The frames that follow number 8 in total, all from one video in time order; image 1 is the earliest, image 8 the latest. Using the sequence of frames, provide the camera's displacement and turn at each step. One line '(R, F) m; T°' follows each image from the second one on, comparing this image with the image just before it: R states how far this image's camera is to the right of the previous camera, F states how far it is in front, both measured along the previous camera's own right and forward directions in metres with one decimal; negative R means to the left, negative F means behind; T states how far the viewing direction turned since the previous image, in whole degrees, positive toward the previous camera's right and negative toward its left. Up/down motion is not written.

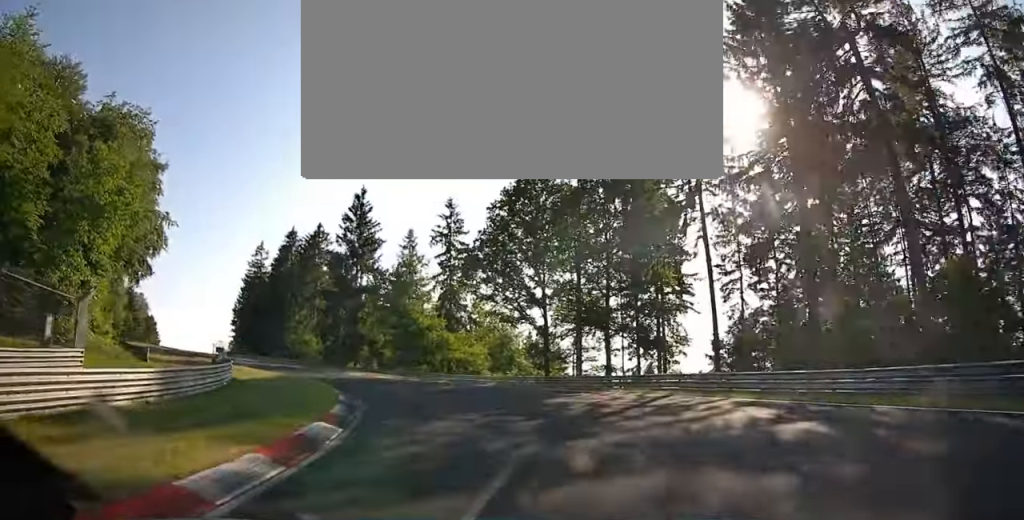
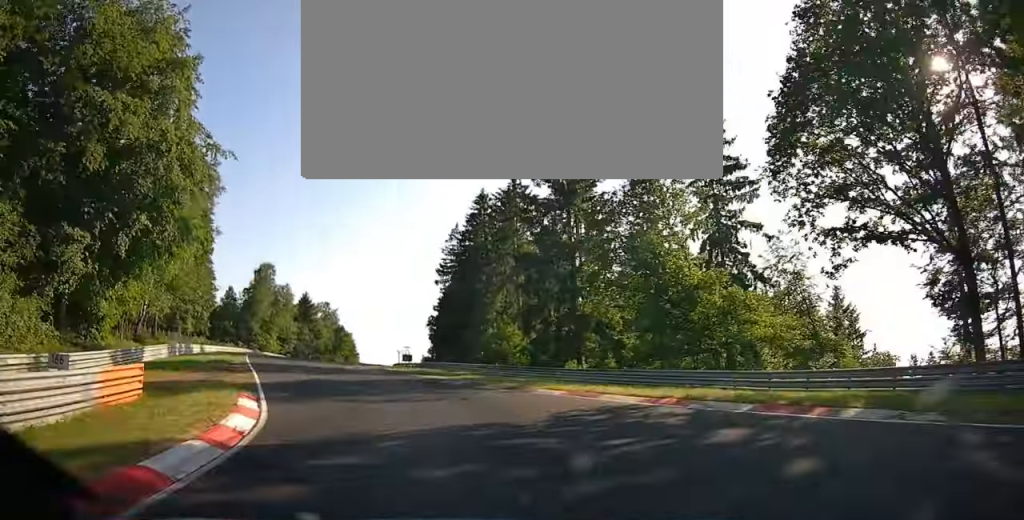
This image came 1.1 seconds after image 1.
(-5.5, +25.2) m; -21°
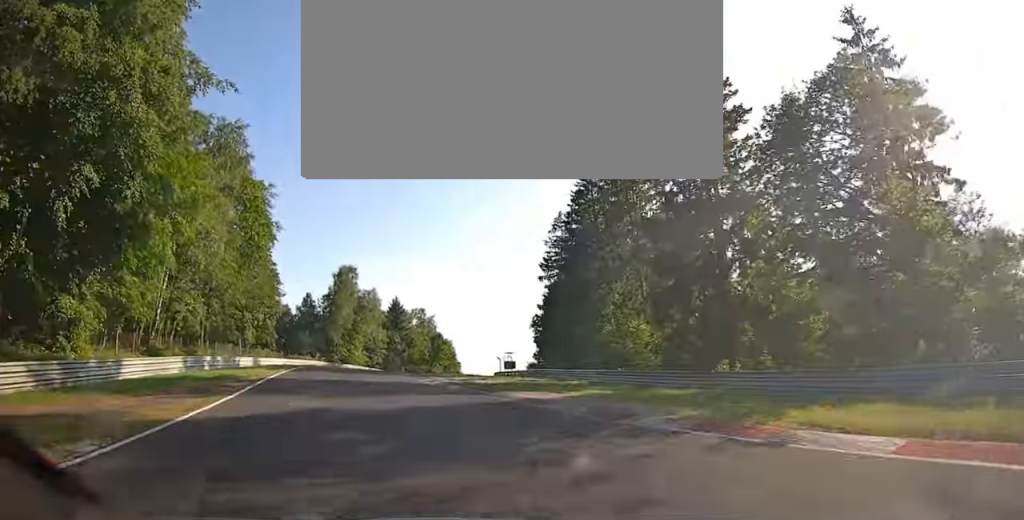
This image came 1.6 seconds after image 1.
(-0.9, +12.1) m; -7°
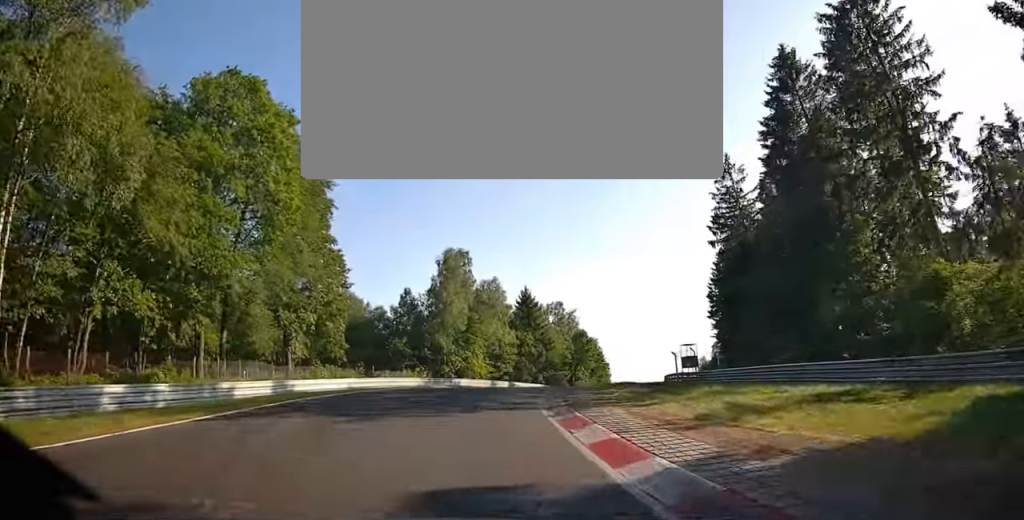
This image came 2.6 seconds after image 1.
(-1.5, +24.3) m; -1°
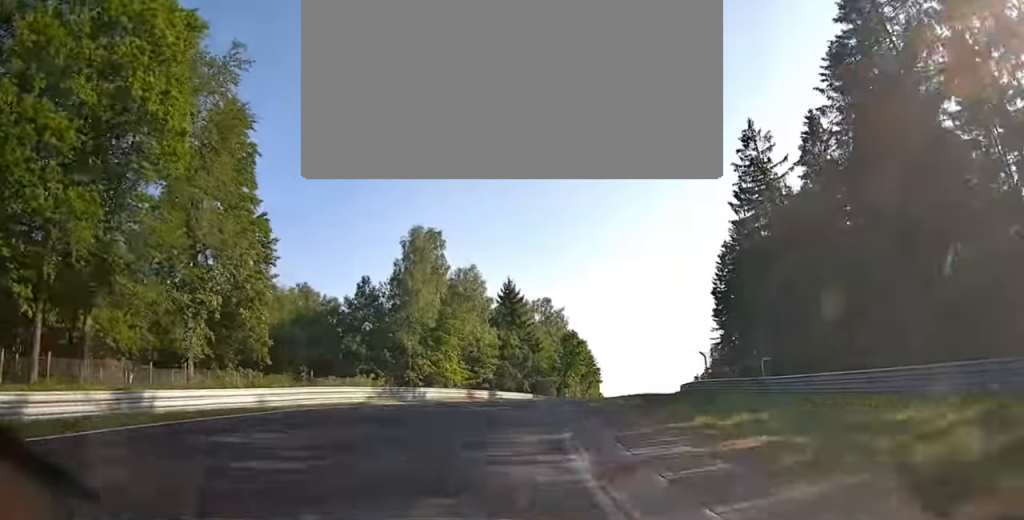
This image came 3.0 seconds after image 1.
(+0.4, +13.5) m; +4°
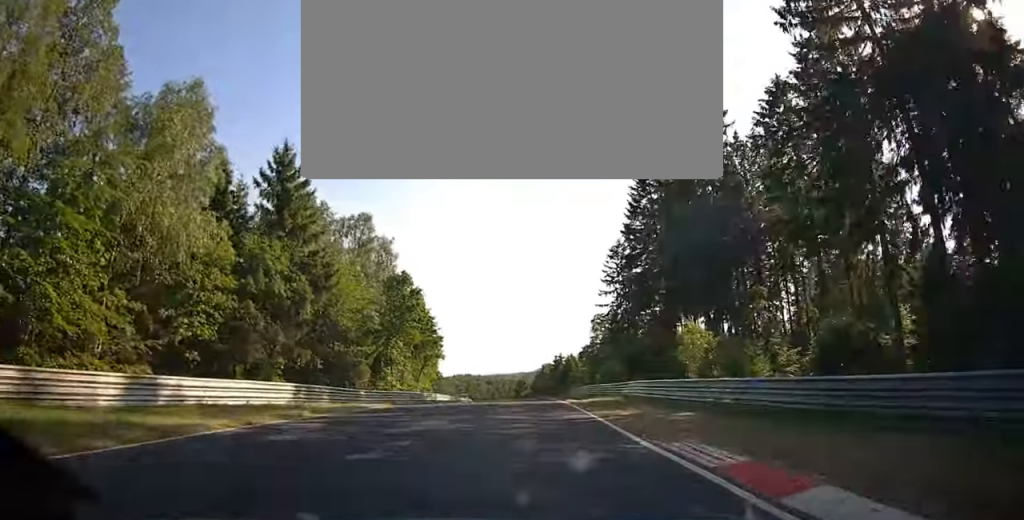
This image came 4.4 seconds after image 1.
(+3.7, +38.6) m; +9°
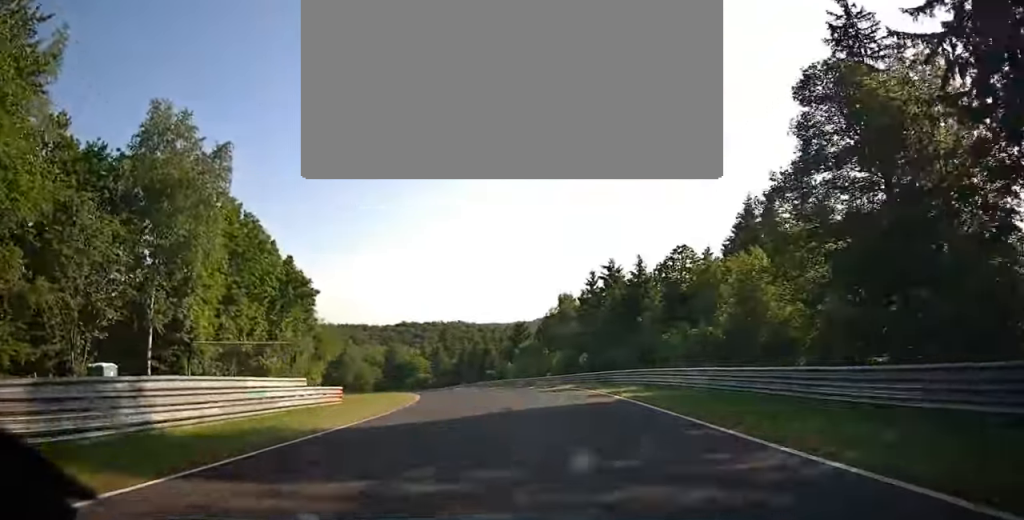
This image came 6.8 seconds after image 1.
(+0.5, +80.6) m; -4°
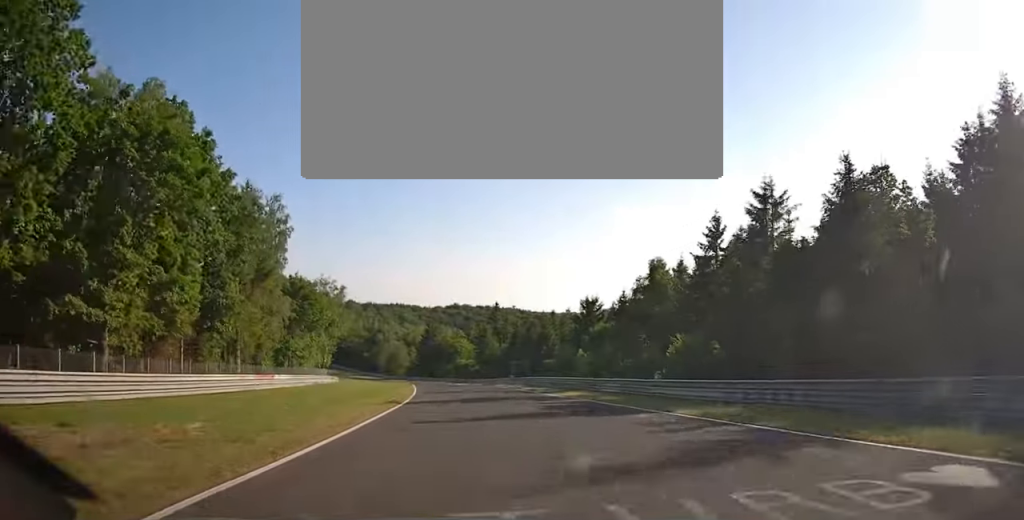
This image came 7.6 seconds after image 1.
(-0.6, +28.2) m; -5°
